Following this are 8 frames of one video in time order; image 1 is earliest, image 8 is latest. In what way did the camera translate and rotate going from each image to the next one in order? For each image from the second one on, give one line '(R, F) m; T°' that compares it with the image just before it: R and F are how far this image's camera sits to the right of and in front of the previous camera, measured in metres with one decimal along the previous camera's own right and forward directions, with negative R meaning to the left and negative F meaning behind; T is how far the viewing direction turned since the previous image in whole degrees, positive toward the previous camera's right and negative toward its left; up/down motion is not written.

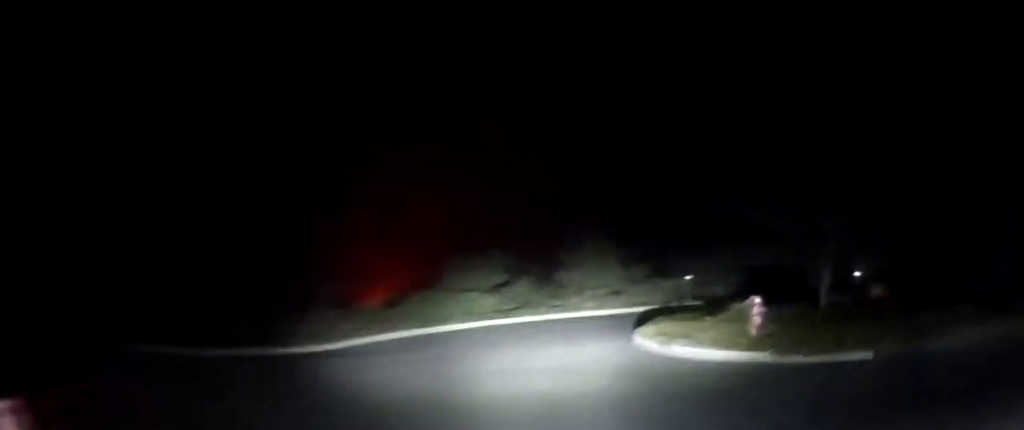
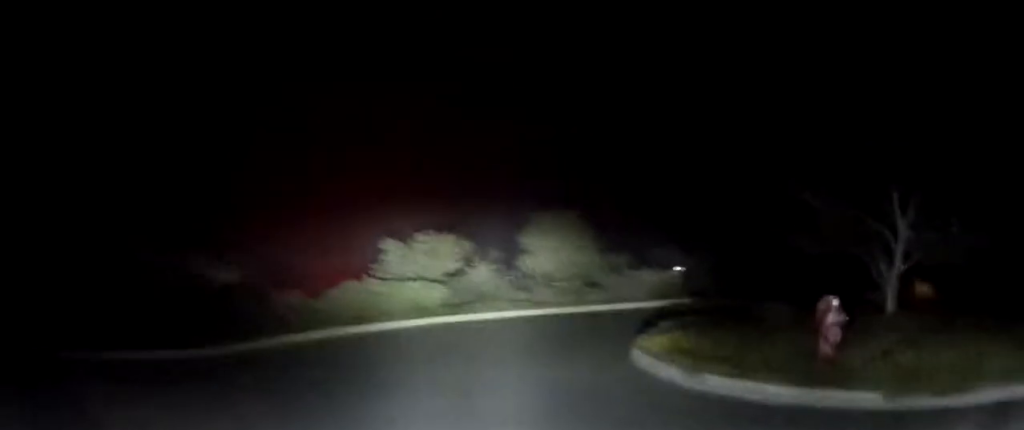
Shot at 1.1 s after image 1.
(-0.5, +6.6) m; -15°
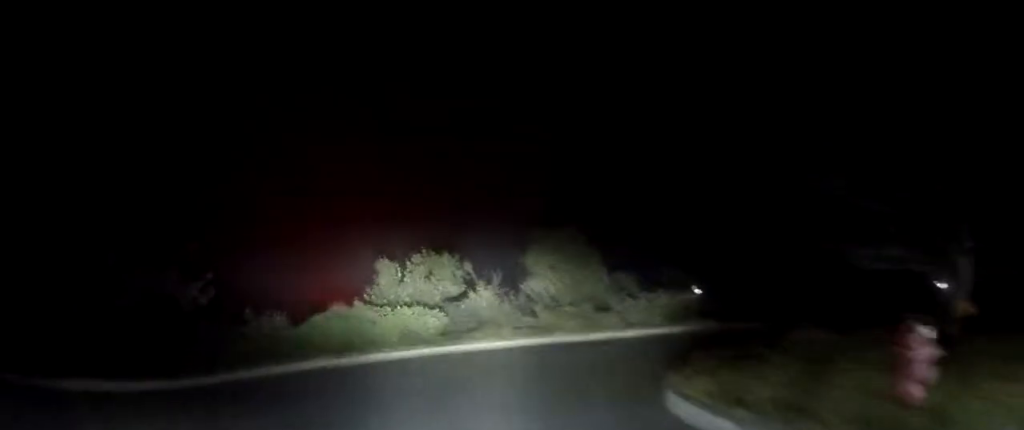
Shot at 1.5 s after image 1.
(0.0, +2.2) m; -5°
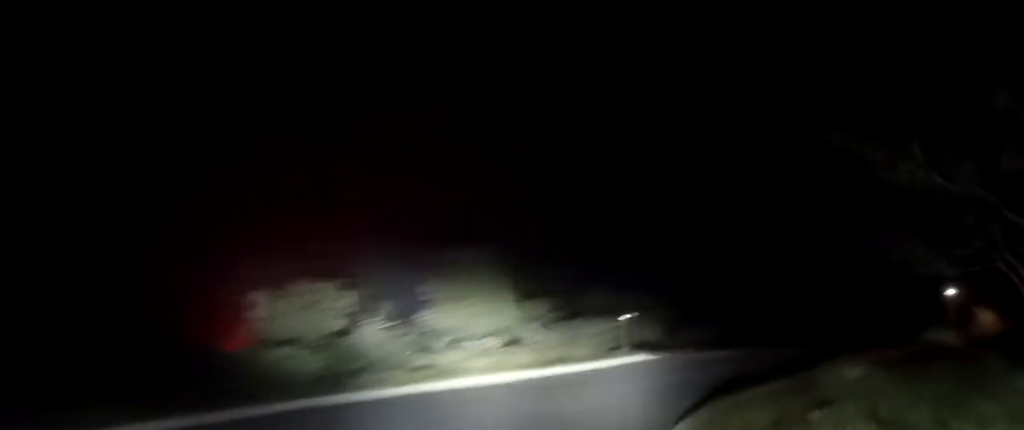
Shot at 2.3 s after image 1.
(-1.0, +3.9) m; -6°
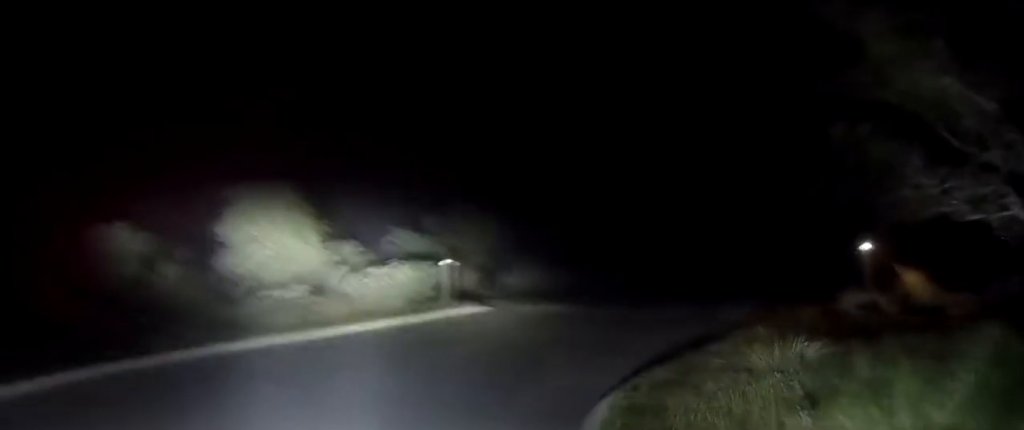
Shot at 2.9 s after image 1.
(+0.3, +2.4) m; +3°
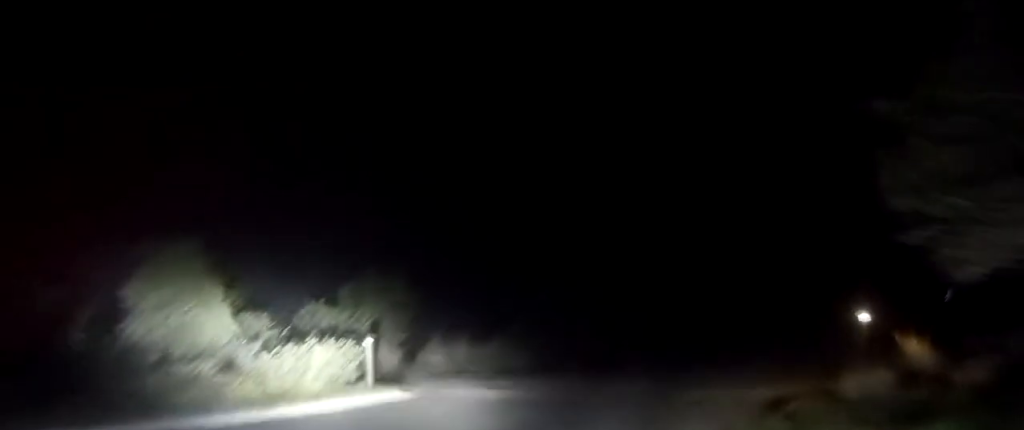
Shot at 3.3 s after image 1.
(+0.2, +1.8) m; +3°
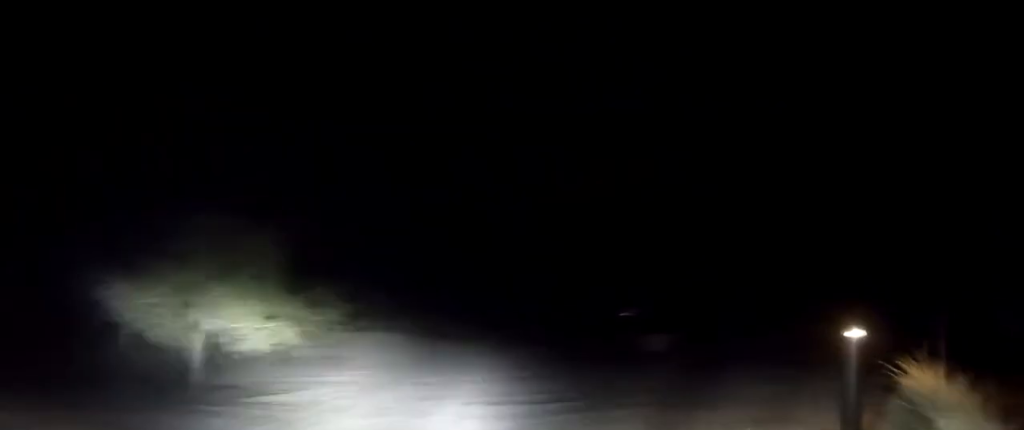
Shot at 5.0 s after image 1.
(-0.1, +5.5) m; +17°
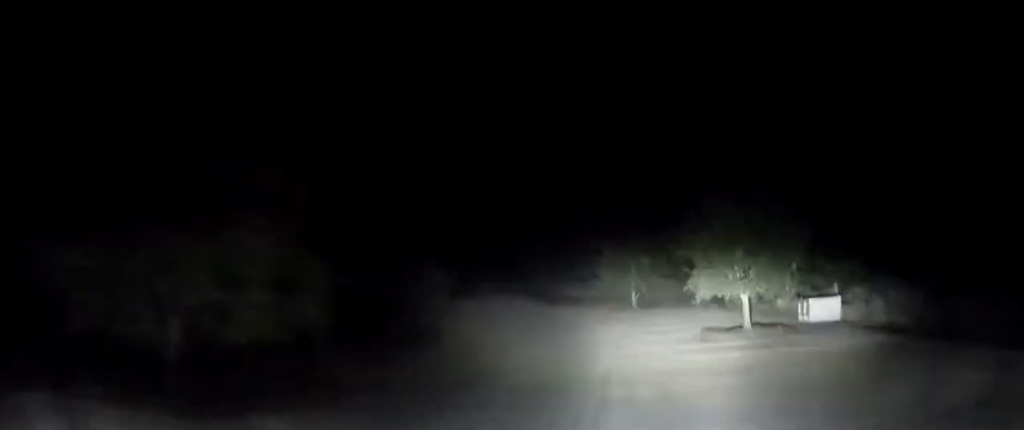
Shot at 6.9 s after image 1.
(+1.7, +3.7) m; +39°
